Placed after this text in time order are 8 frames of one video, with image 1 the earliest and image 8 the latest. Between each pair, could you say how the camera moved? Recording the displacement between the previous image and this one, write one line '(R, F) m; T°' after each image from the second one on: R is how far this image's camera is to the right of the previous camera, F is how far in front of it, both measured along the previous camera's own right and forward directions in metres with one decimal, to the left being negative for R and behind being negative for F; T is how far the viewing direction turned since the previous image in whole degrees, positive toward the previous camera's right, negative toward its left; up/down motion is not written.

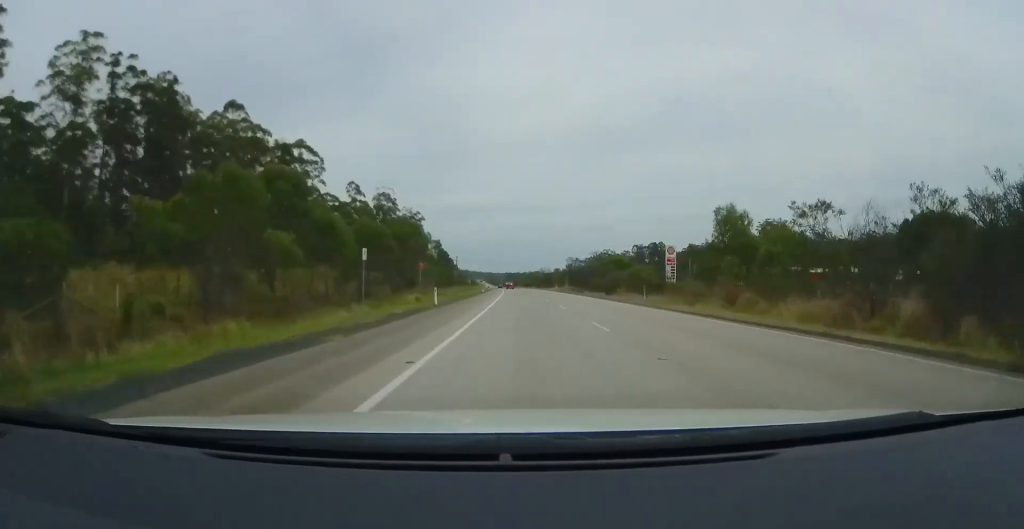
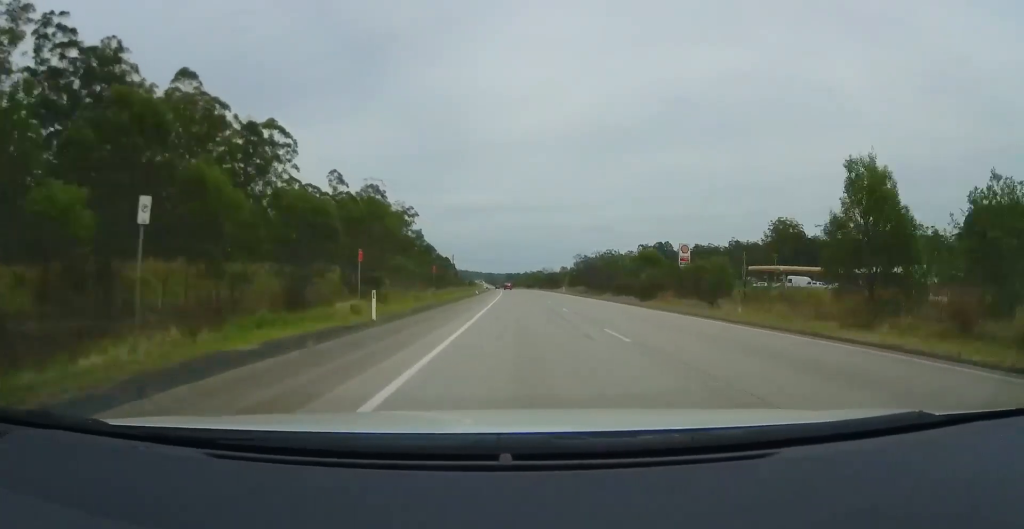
(-0.3, +13.2) m; 0°
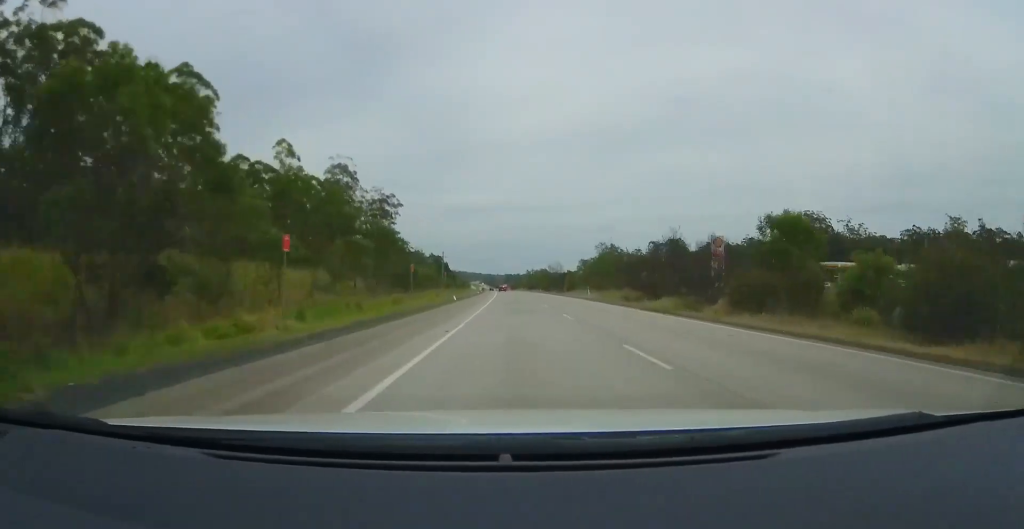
(+0.2, +27.6) m; 0°
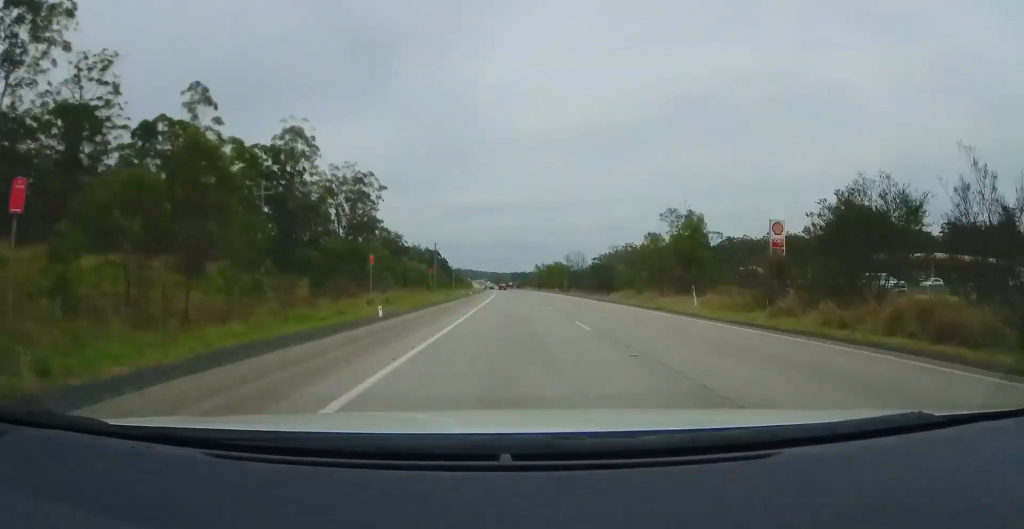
(-0.2, +28.8) m; -1°
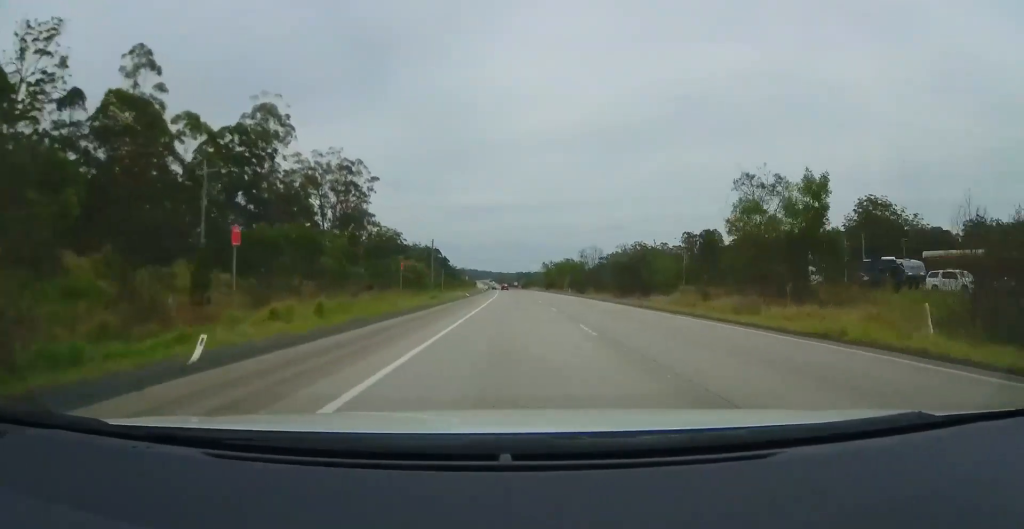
(-0.1, +13.2) m; -1°
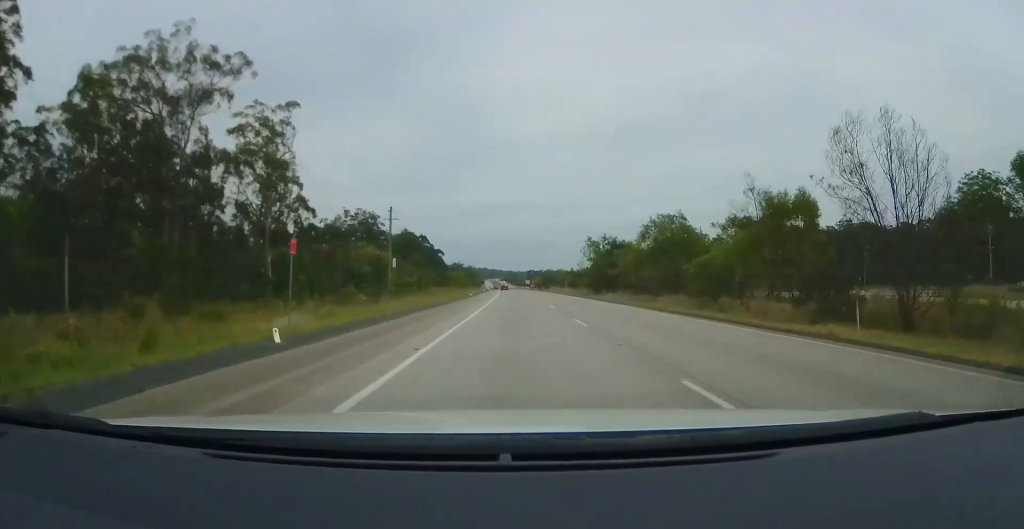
(0.0, +56.7) m; 0°
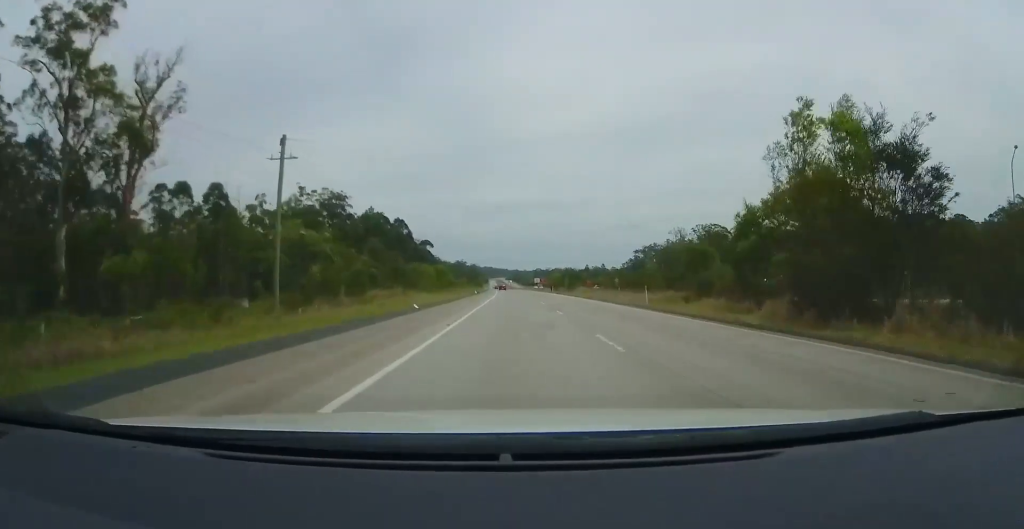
(-0.4, +41.0) m; -1°
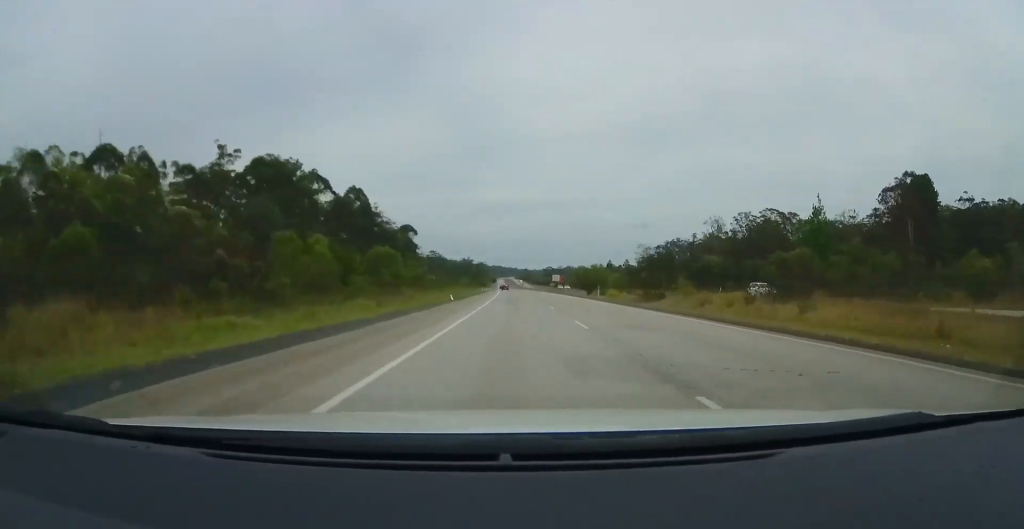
(-0.4, +42.1) m; -1°
